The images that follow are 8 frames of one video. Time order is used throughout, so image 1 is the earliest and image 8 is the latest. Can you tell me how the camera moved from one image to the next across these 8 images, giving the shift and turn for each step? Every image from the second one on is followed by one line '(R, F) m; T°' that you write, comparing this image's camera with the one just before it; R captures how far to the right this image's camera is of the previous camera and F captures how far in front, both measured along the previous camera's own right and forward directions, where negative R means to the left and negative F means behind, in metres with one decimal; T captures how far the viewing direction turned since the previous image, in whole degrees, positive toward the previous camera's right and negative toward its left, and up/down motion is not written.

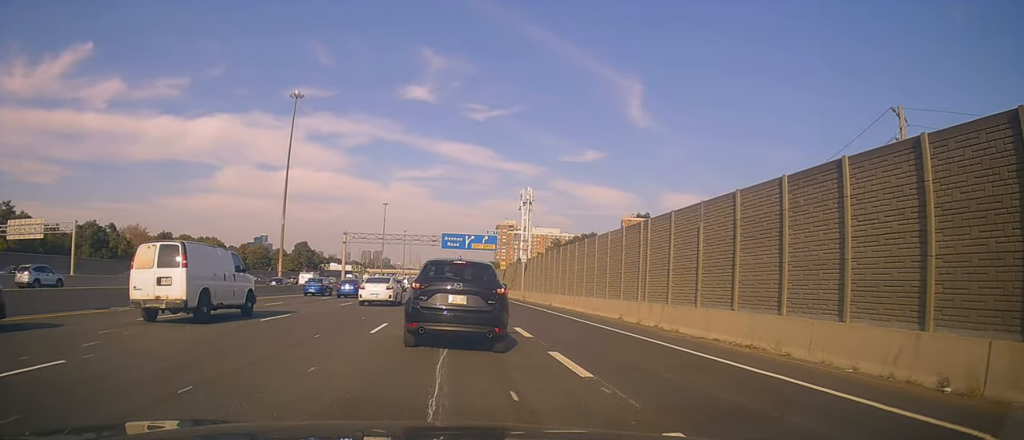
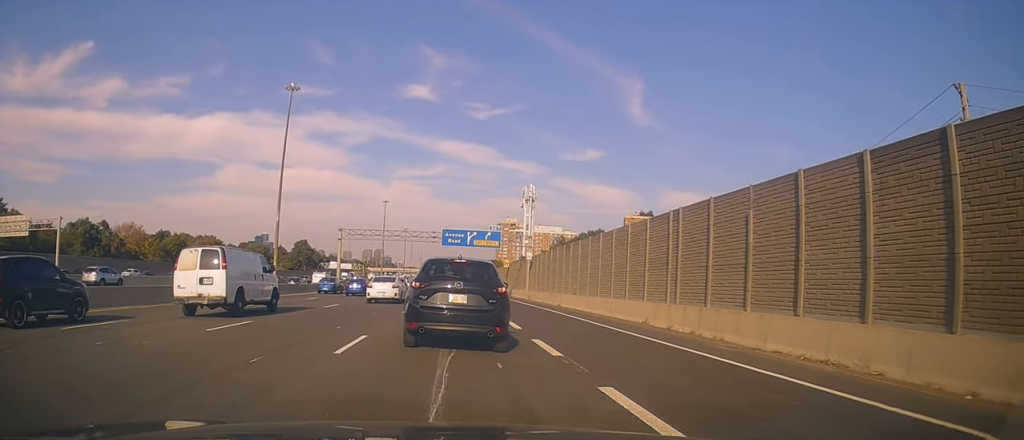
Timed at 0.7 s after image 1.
(-0.2, +4.0) m; -1°
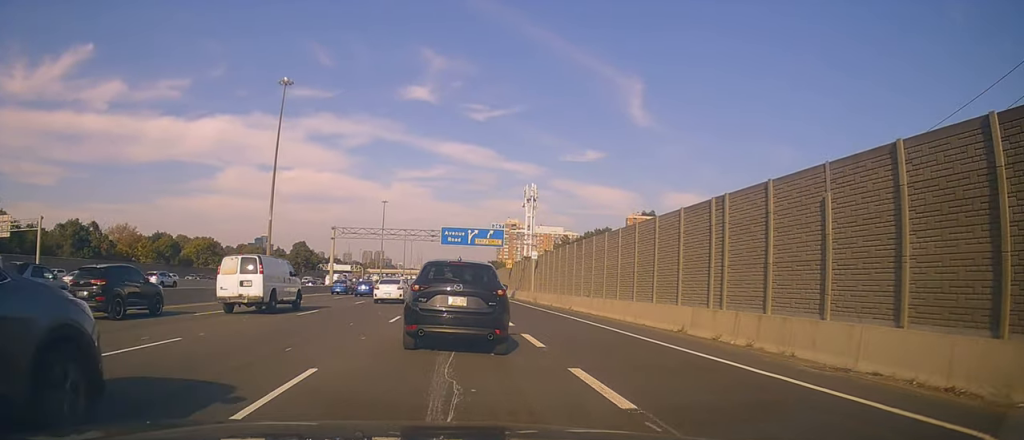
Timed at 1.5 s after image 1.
(+0.3, +4.6) m; +1°
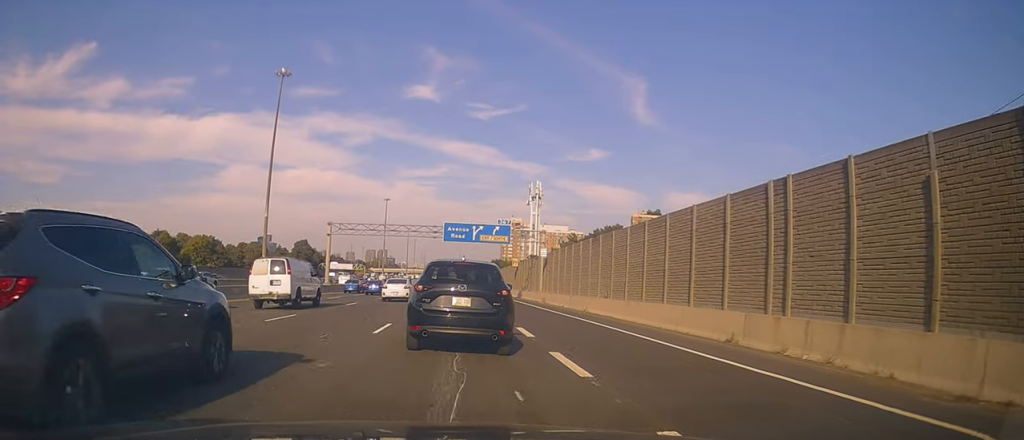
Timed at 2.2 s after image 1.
(-0.2, +4.0) m; -2°
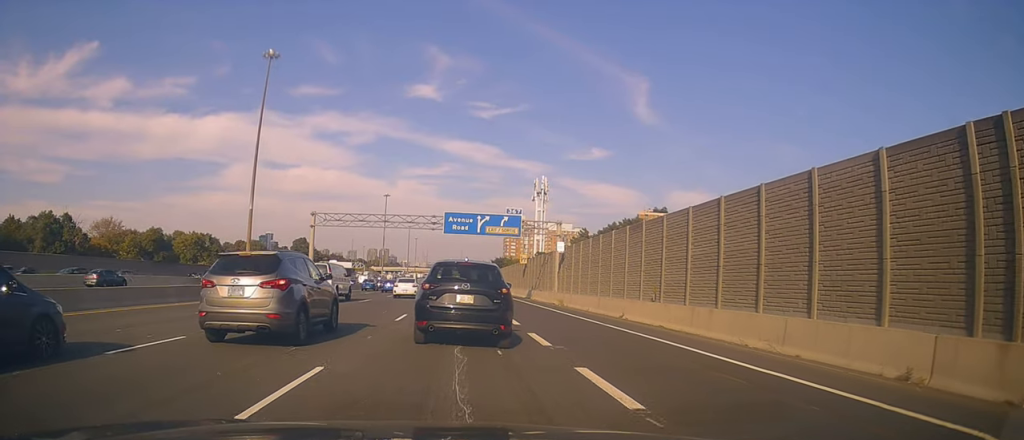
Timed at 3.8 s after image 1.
(-0.1, +8.6) m; 0°
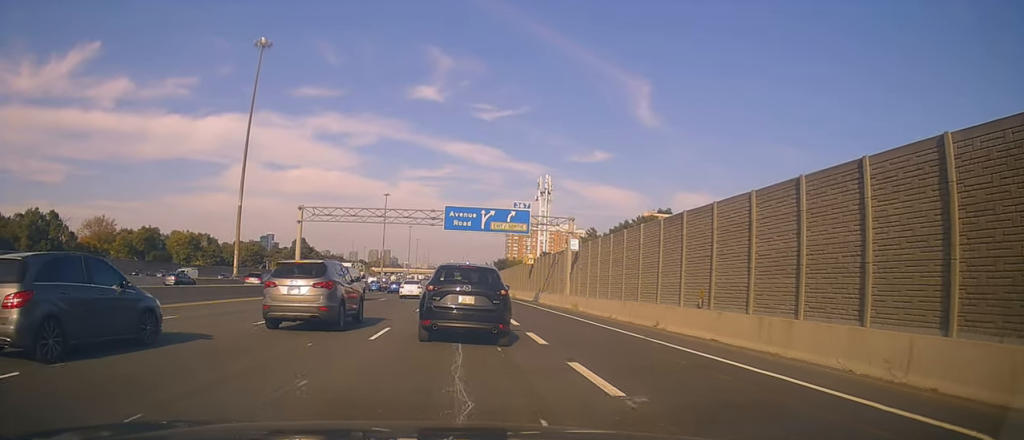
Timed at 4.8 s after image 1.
(+0.1, +5.1) m; -1°
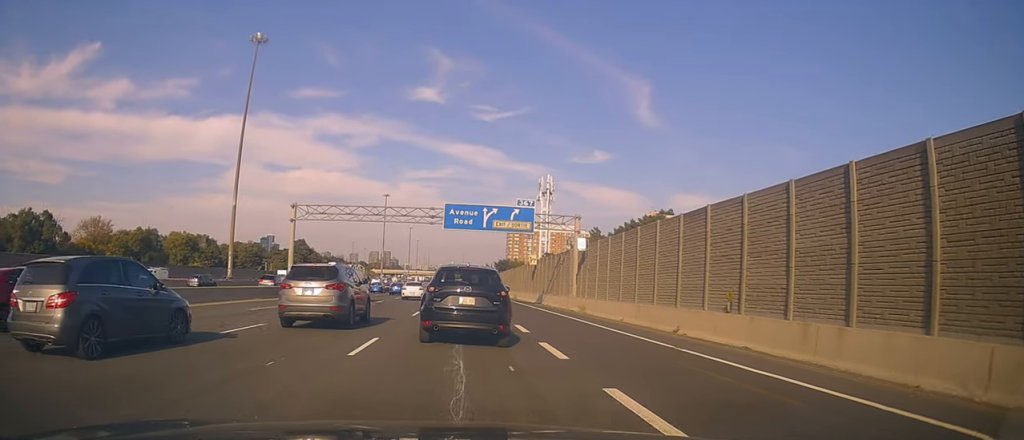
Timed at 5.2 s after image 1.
(+0.2, +2.1) m; -3°
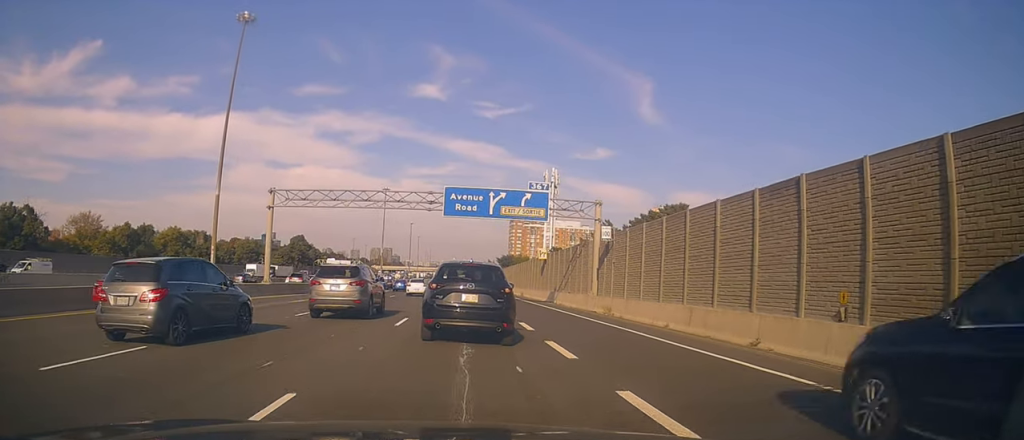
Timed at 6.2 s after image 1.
(-0.6, +5.7) m; -2°
